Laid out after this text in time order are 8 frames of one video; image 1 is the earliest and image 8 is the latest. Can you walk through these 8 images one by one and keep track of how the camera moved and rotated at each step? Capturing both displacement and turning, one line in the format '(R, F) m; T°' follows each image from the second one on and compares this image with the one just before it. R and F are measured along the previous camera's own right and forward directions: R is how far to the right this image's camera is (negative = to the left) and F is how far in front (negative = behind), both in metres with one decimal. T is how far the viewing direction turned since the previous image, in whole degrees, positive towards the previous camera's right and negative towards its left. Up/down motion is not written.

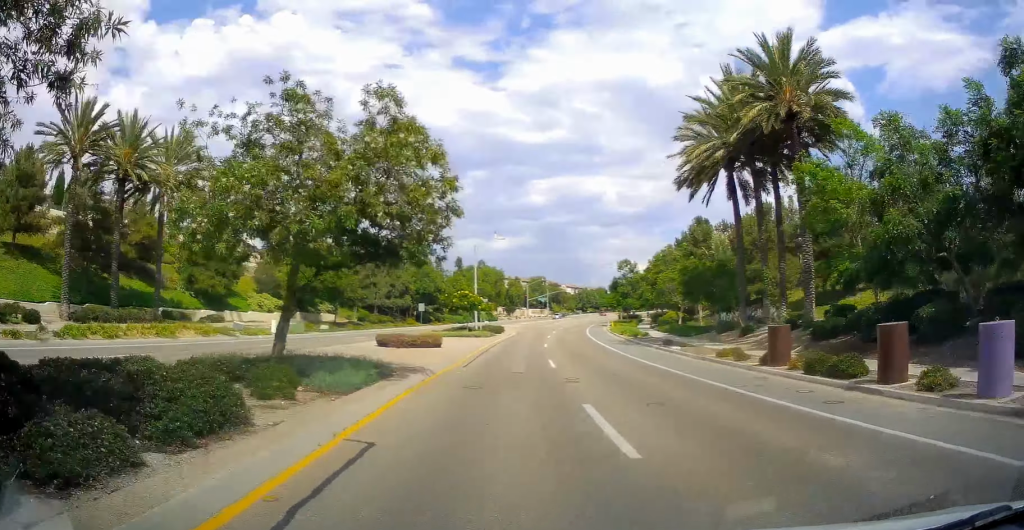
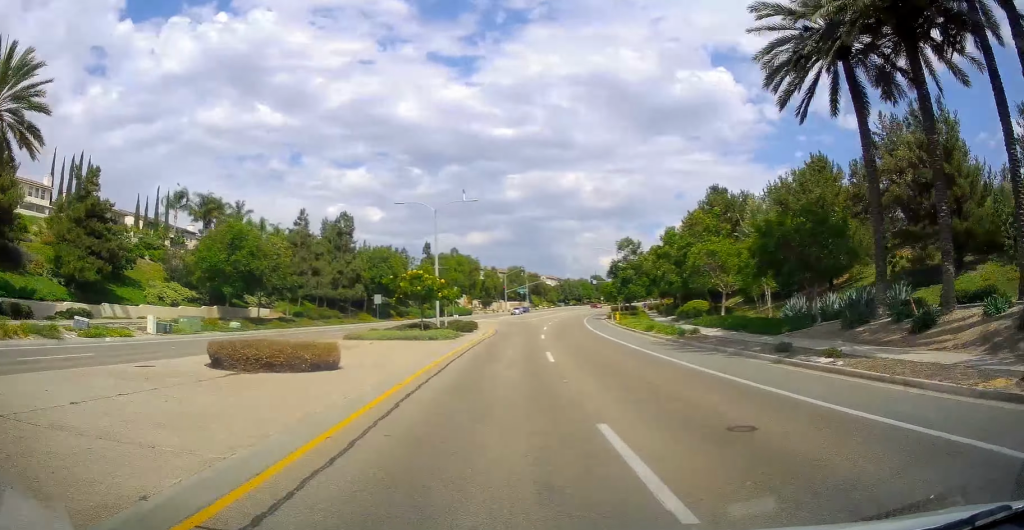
(0.0, +18.1) m; +2°
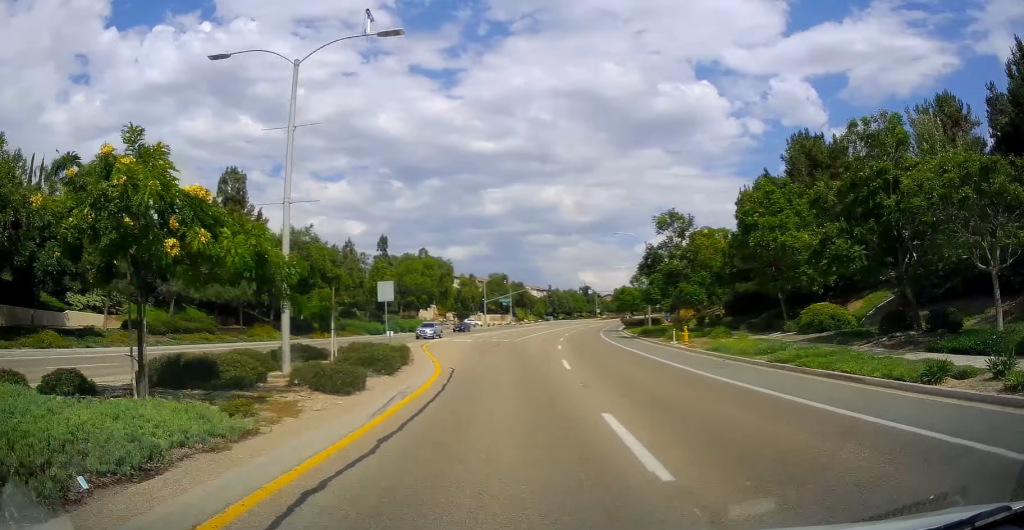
(+1.3, +28.4) m; +2°
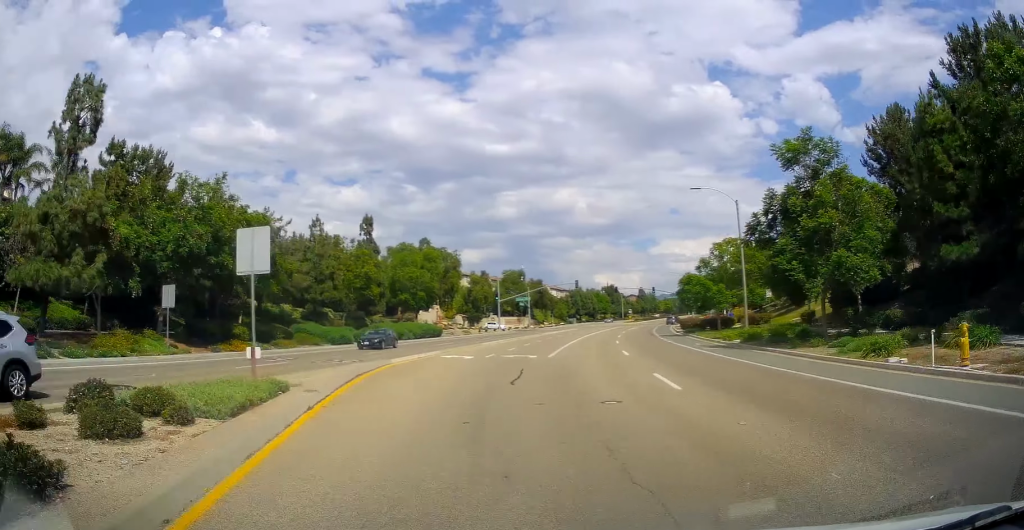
(+0.3, +22.0) m; +1°
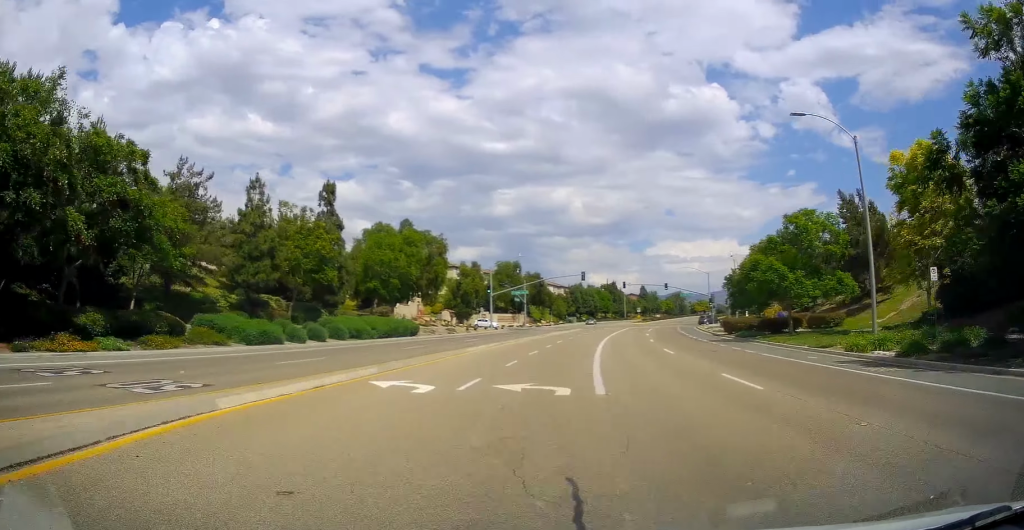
(0.0, +16.9) m; 0°
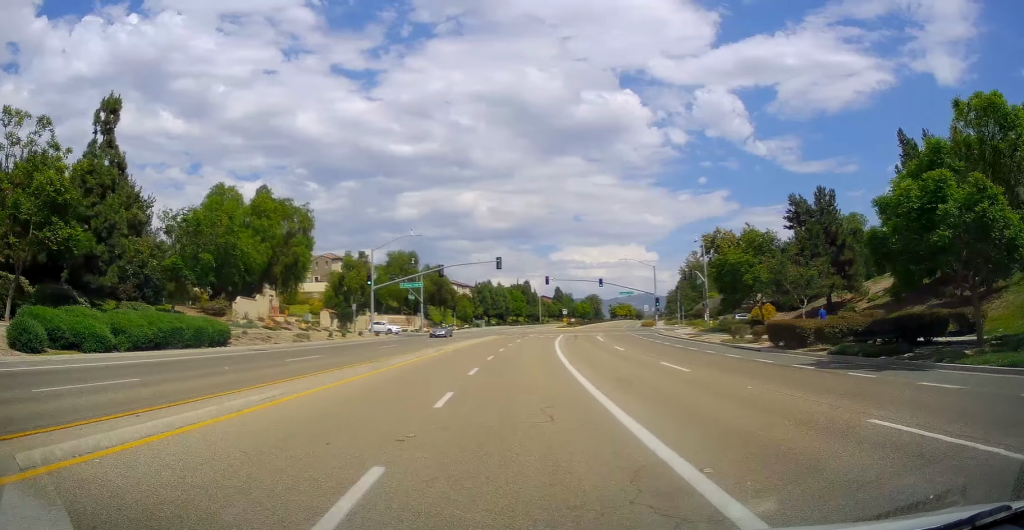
(+0.2, +25.7) m; +4°
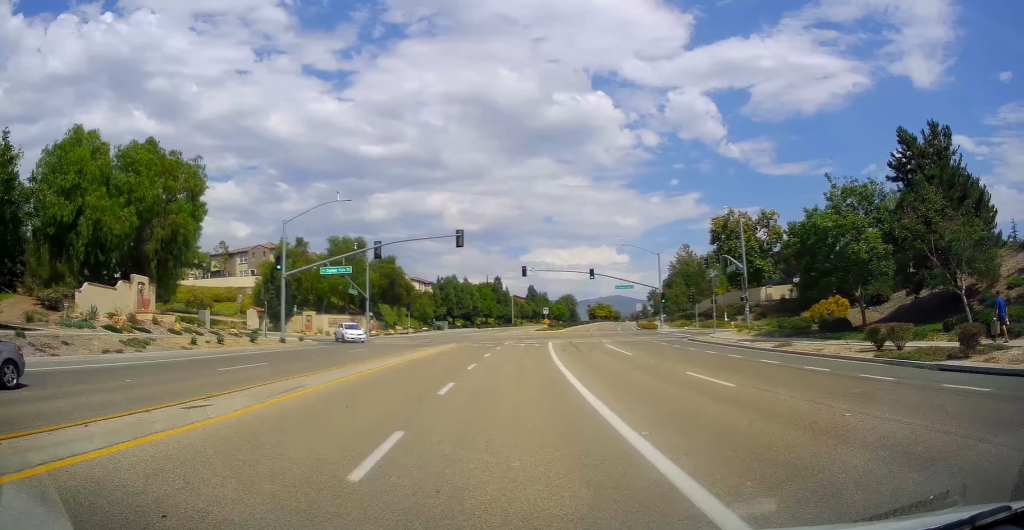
(+1.4, +19.5) m; +6°
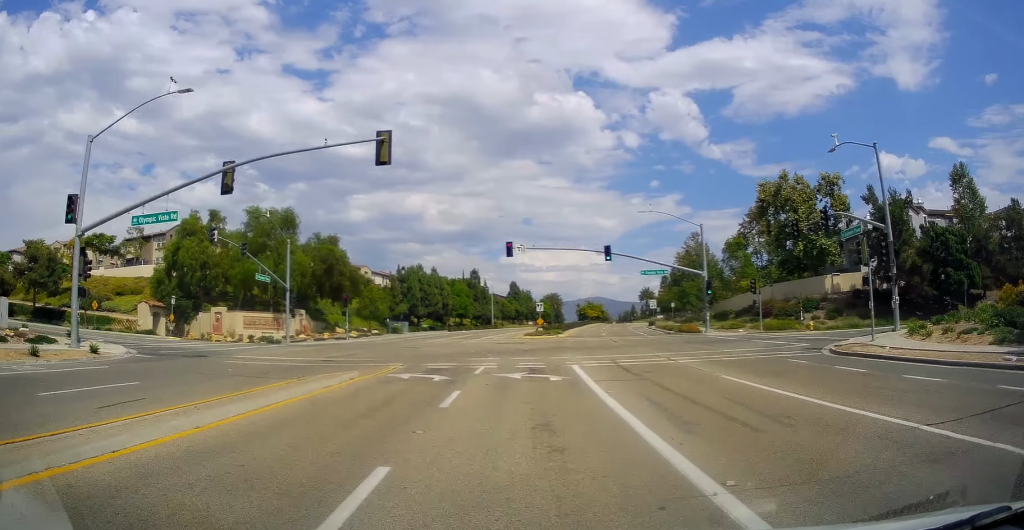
(+1.3, +23.5) m; +5°
